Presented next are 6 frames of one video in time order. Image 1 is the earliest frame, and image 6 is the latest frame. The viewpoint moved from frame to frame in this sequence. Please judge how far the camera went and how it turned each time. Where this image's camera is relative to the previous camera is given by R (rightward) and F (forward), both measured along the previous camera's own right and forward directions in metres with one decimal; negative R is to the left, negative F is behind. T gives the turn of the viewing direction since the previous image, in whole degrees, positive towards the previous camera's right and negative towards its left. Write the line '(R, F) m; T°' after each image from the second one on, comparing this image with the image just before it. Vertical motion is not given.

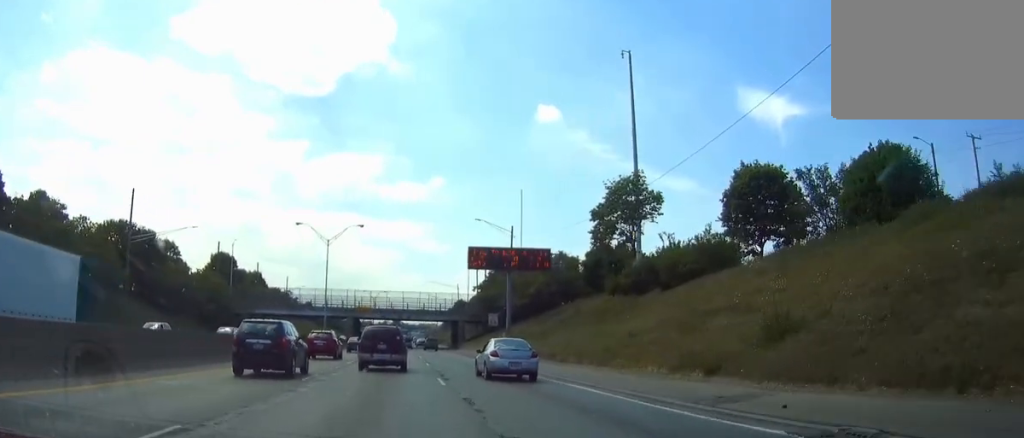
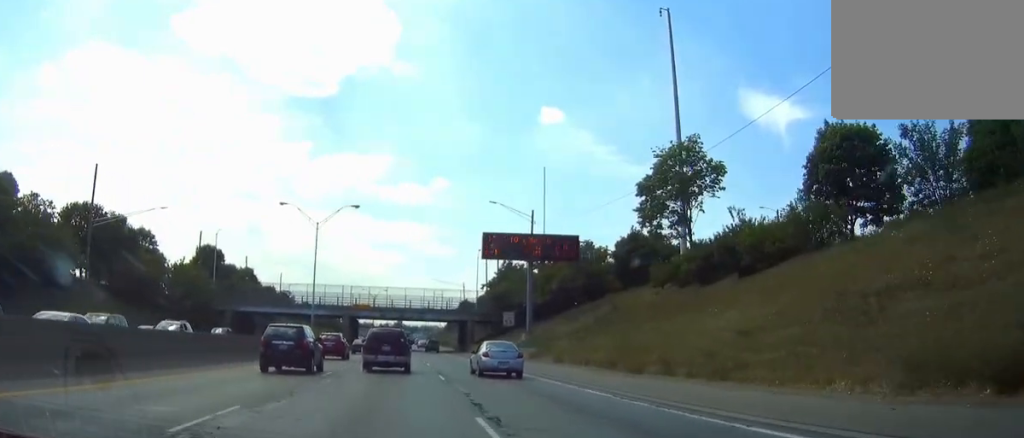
(0.0, +12.0) m; 0°
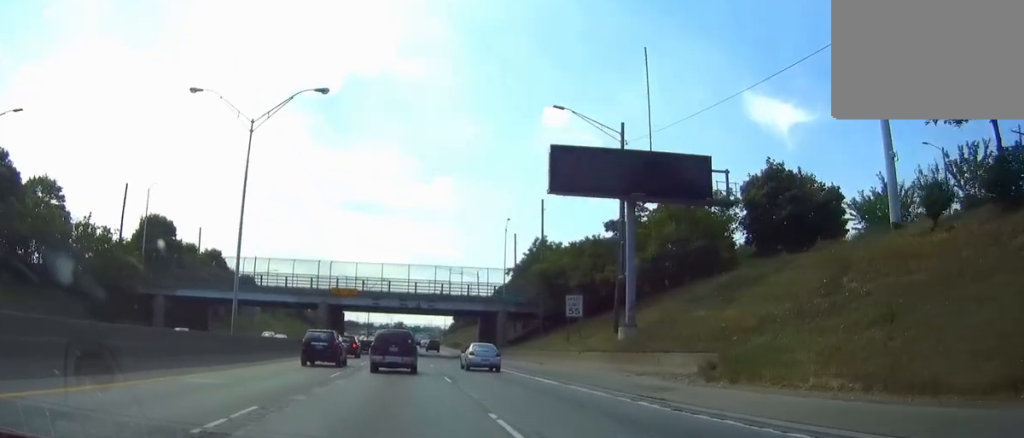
(-0.3, +29.7) m; 0°
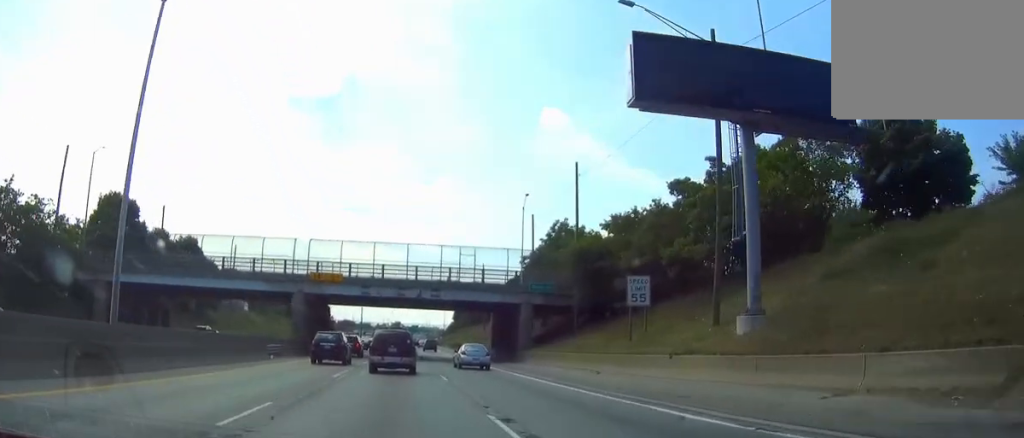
(+0.1, +13.9) m; 0°
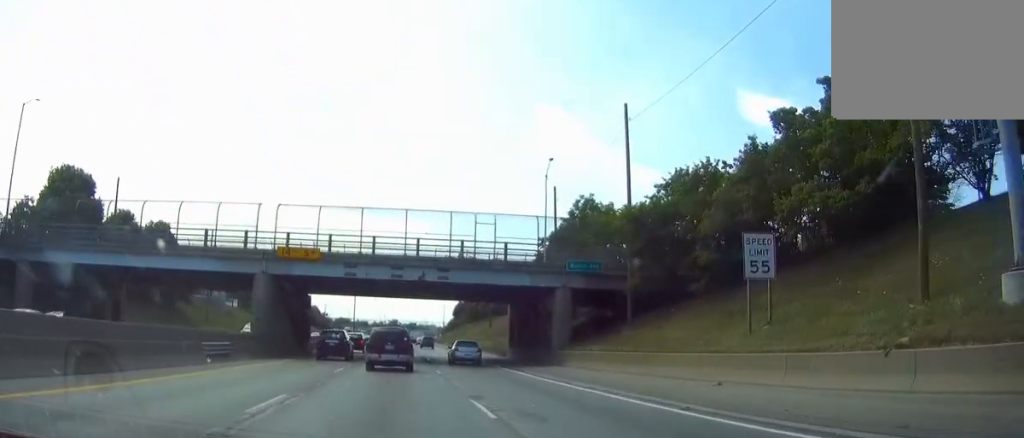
(+0.1, +12.9) m; 0°
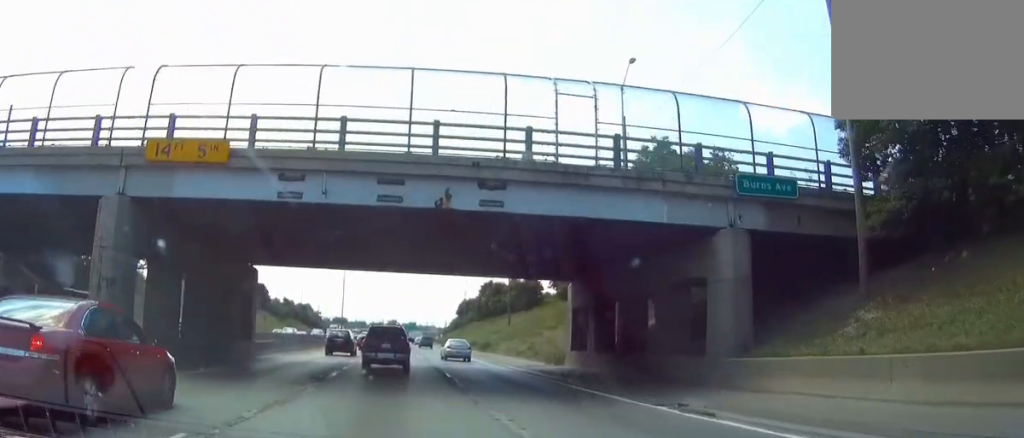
(0.0, +21.7) m; 0°
